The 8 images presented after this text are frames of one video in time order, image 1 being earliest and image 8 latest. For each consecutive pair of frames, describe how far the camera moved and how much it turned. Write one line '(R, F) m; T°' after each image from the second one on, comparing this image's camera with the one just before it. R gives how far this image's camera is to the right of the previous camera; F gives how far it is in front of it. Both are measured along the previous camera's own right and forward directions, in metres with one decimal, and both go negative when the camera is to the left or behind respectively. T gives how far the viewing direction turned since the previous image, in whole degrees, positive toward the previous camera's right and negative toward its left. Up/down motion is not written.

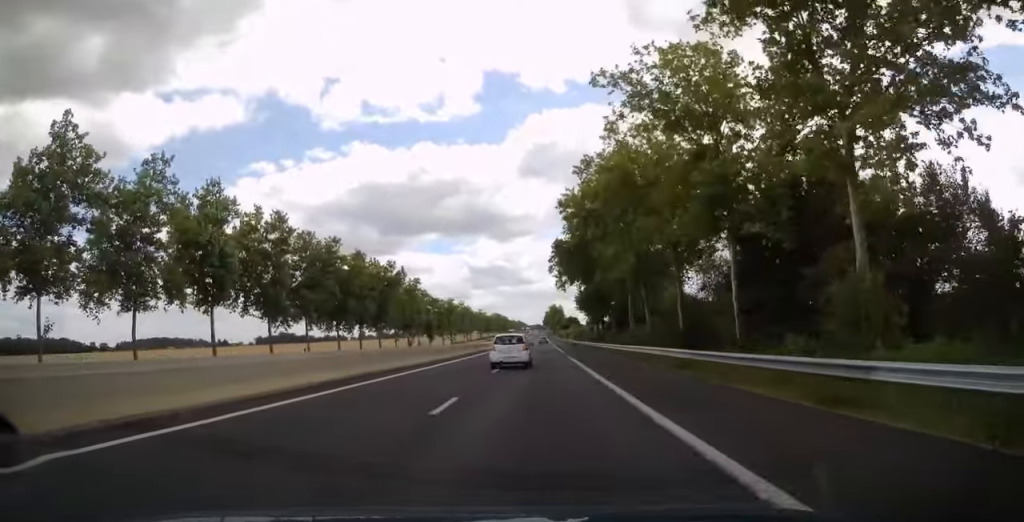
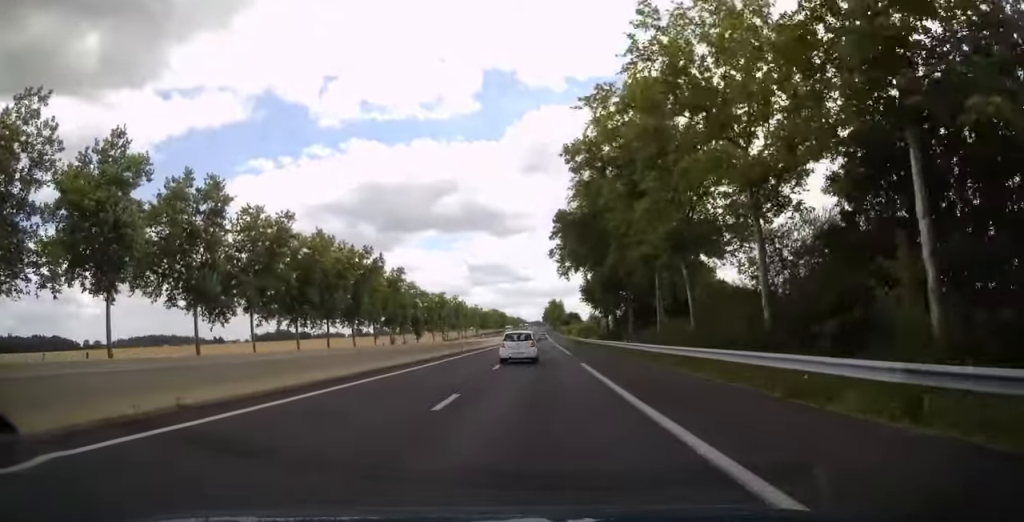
(0.0, +12.8) m; 0°
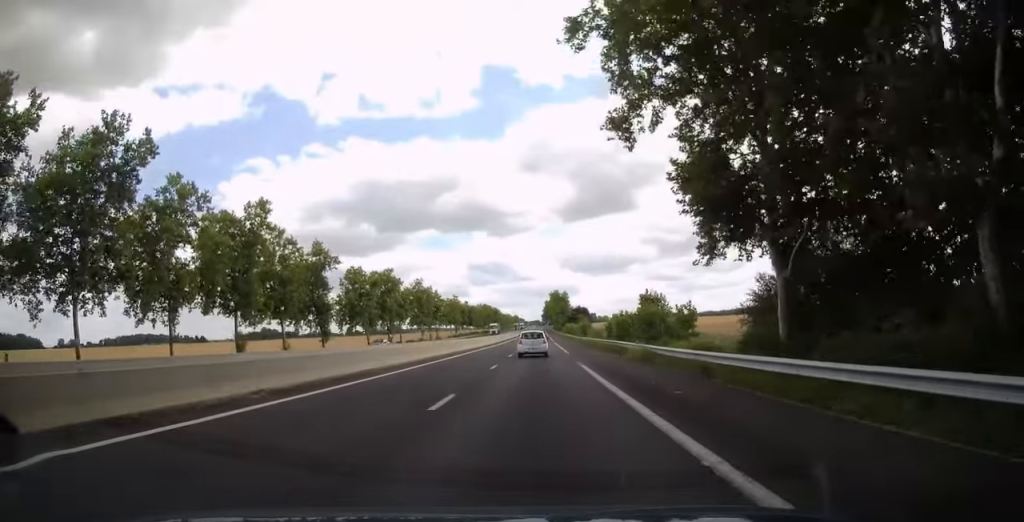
(0.0, +52.3) m; 0°
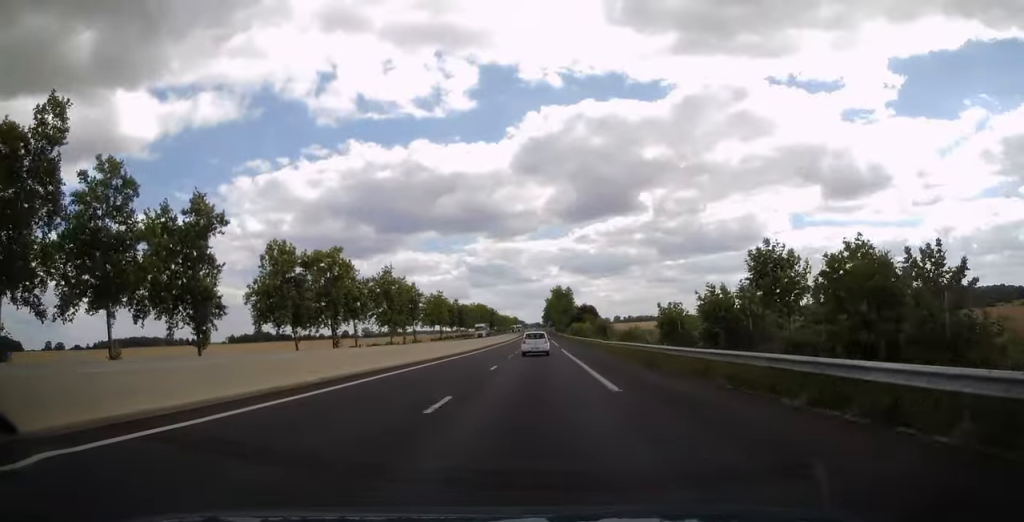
(0.0, +26.6) m; 0°
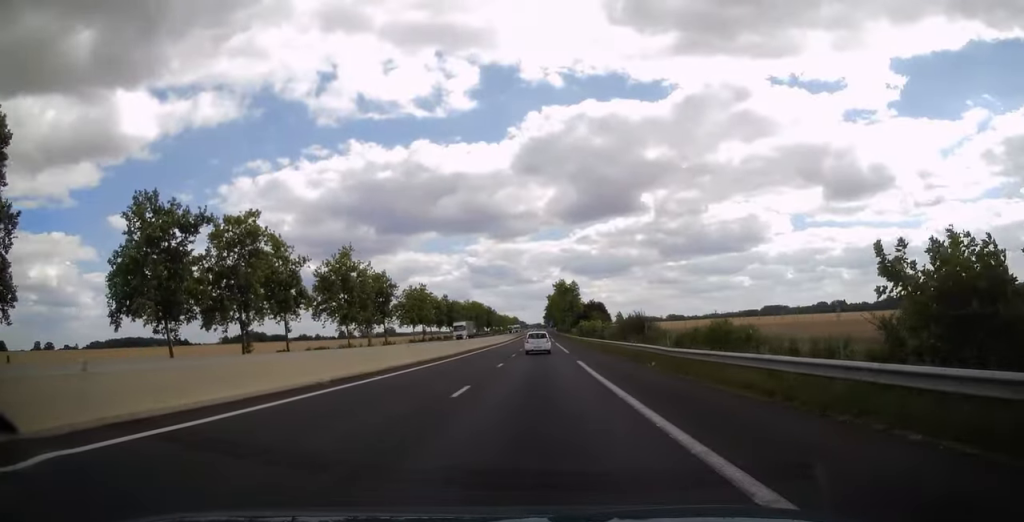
(0.0, +23.1) m; 0°
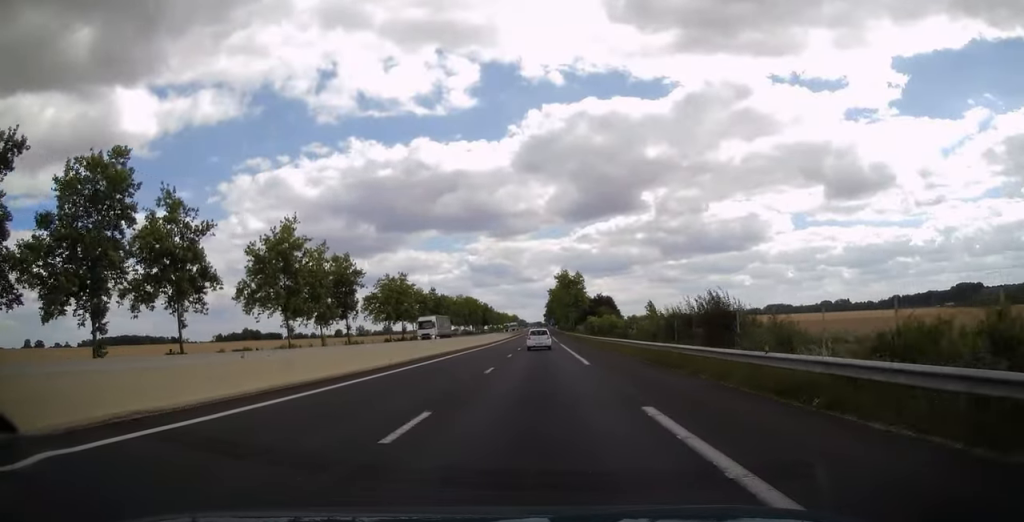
(0.0, +19.2) m; 0°
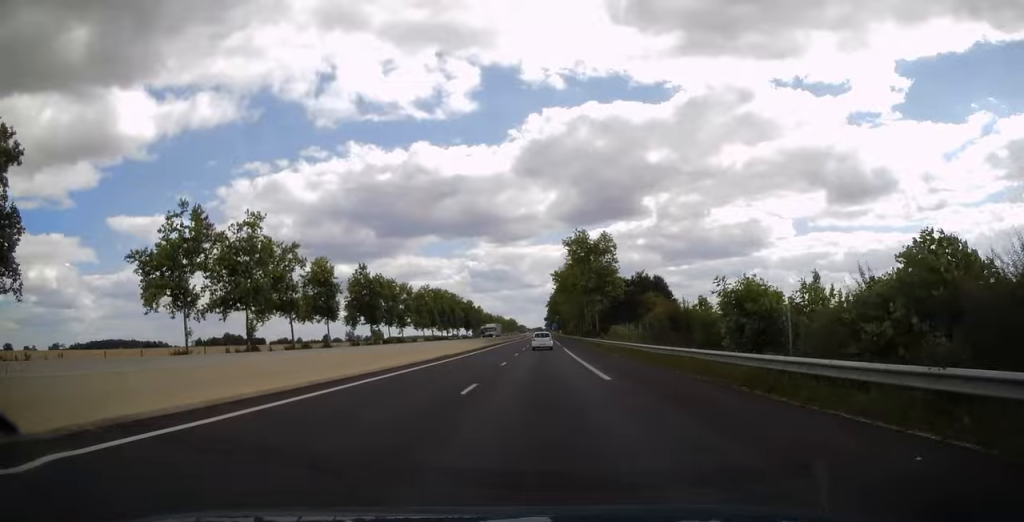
(-0.2, +59.2) m; 0°
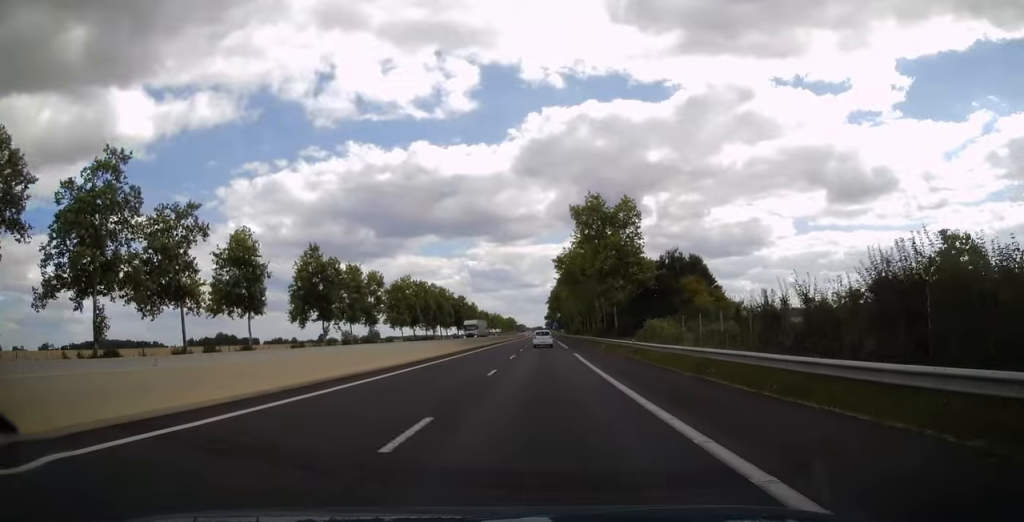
(+0.1, +20.1) m; 0°
